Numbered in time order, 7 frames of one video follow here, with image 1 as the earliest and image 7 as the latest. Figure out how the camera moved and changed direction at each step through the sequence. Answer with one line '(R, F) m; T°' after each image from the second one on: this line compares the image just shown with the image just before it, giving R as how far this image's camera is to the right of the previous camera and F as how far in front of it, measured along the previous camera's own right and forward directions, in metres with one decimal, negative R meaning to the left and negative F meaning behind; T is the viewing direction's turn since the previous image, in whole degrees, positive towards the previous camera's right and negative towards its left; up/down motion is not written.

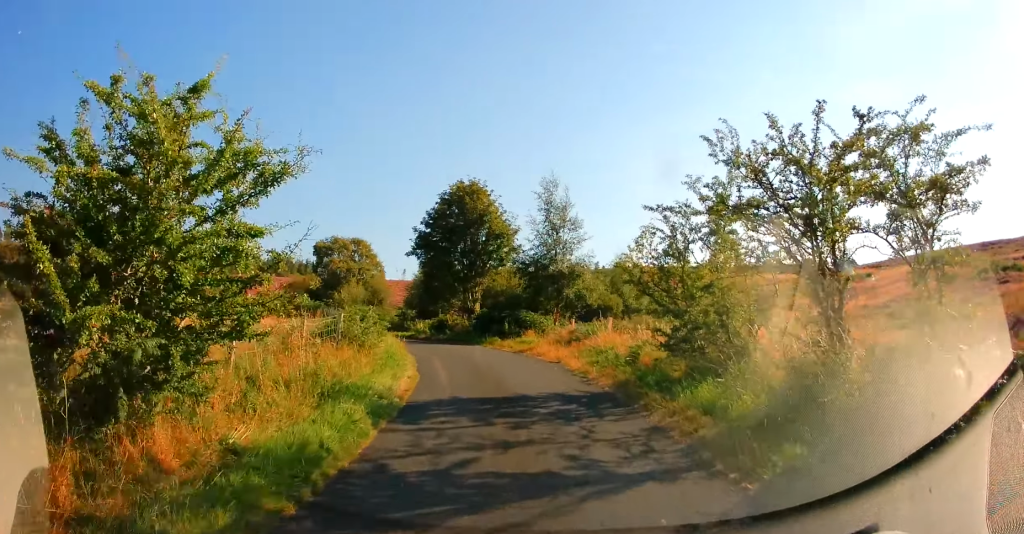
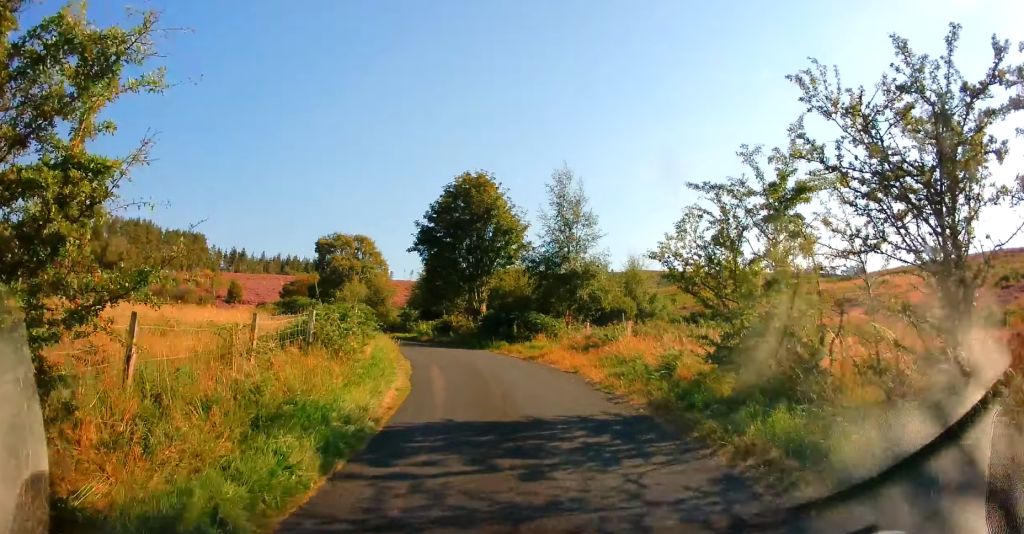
(-0.1, +2.1) m; 0°
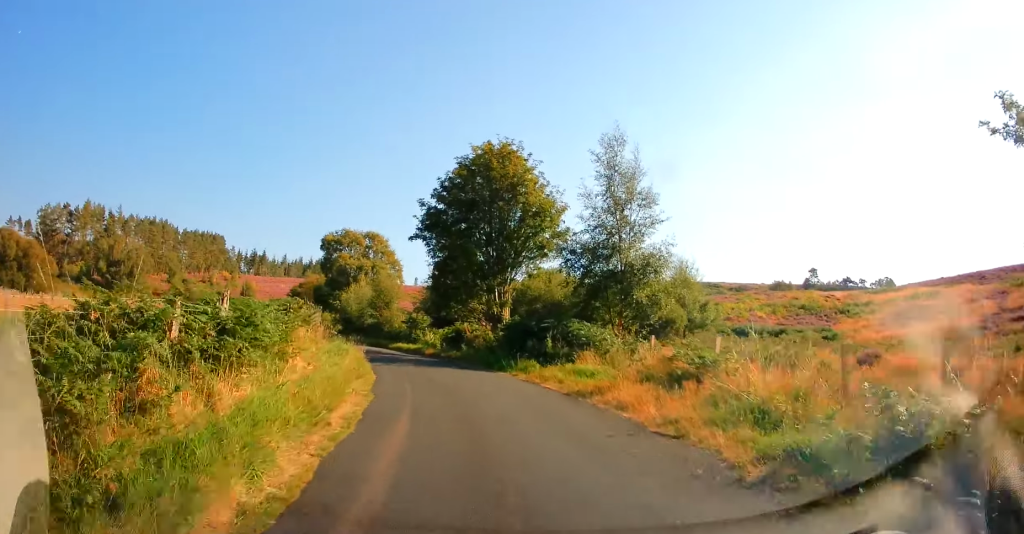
(0.0, +6.8) m; -1°
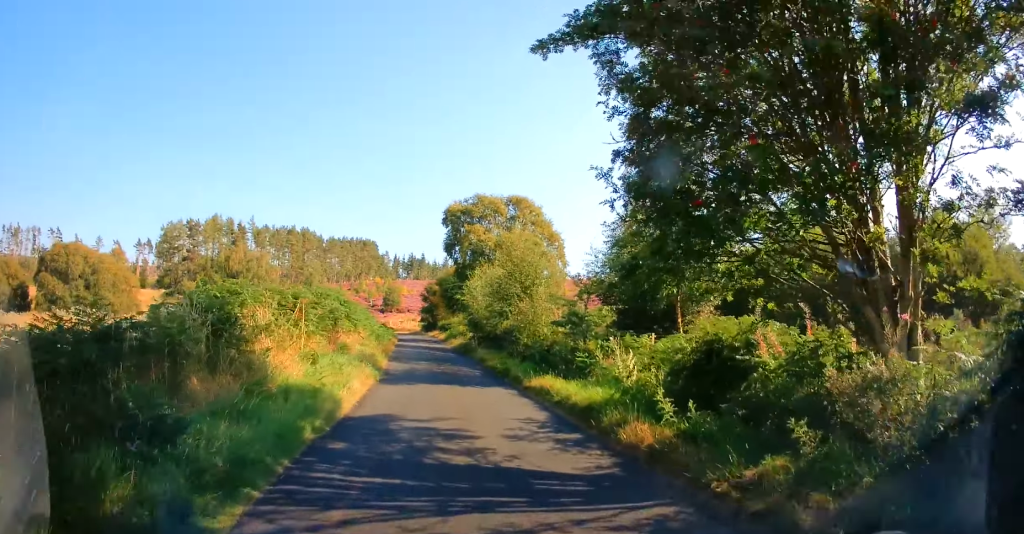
(-2.2, +17.5) m; -16°
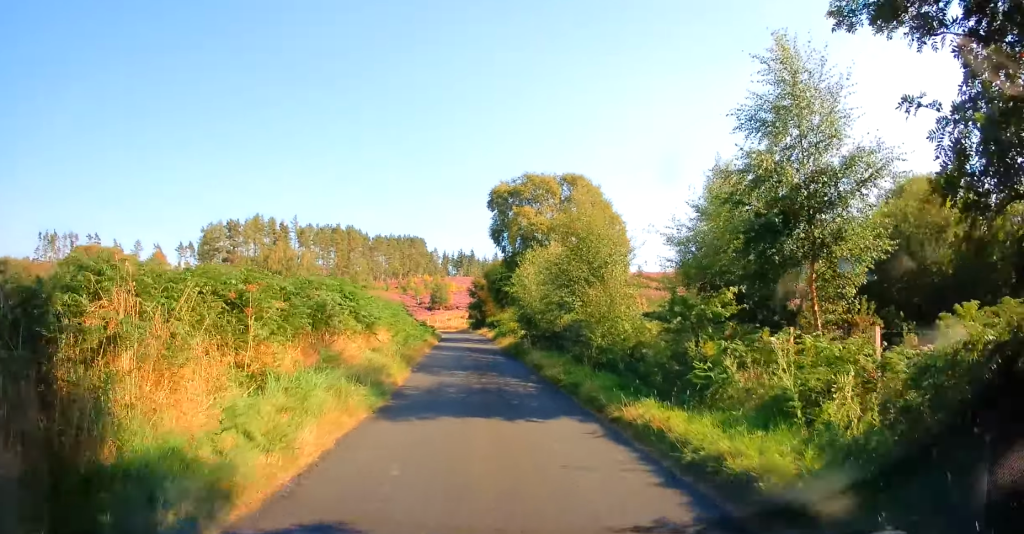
(-0.3, +4.7) m; -5°
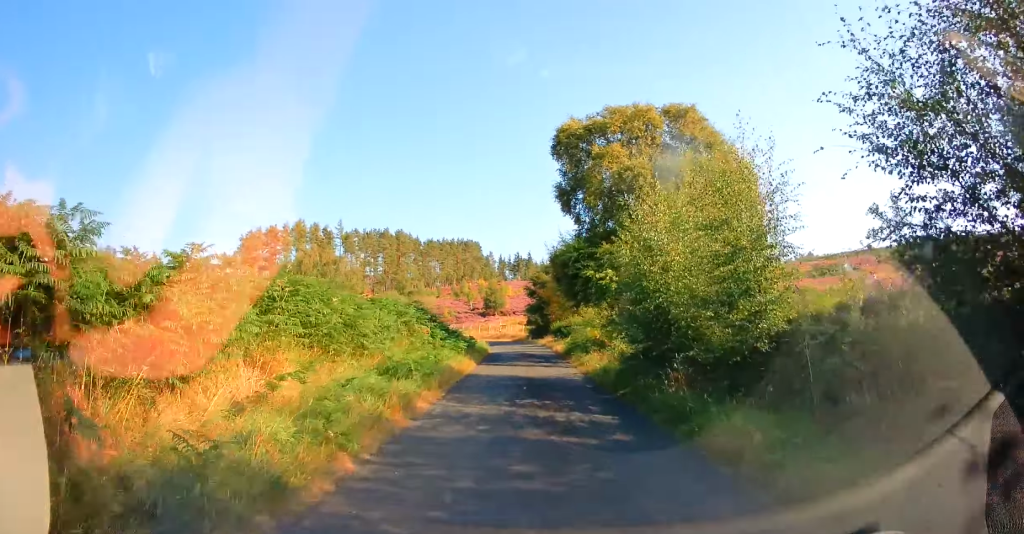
(-0.9, +12.3) m; -6°
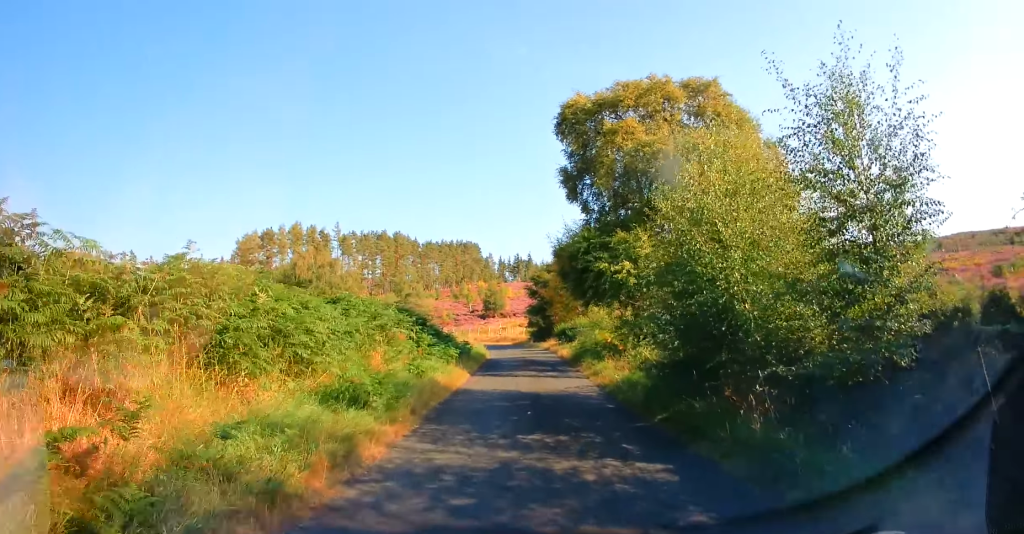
(-0.1, +3.0) m; -1°
